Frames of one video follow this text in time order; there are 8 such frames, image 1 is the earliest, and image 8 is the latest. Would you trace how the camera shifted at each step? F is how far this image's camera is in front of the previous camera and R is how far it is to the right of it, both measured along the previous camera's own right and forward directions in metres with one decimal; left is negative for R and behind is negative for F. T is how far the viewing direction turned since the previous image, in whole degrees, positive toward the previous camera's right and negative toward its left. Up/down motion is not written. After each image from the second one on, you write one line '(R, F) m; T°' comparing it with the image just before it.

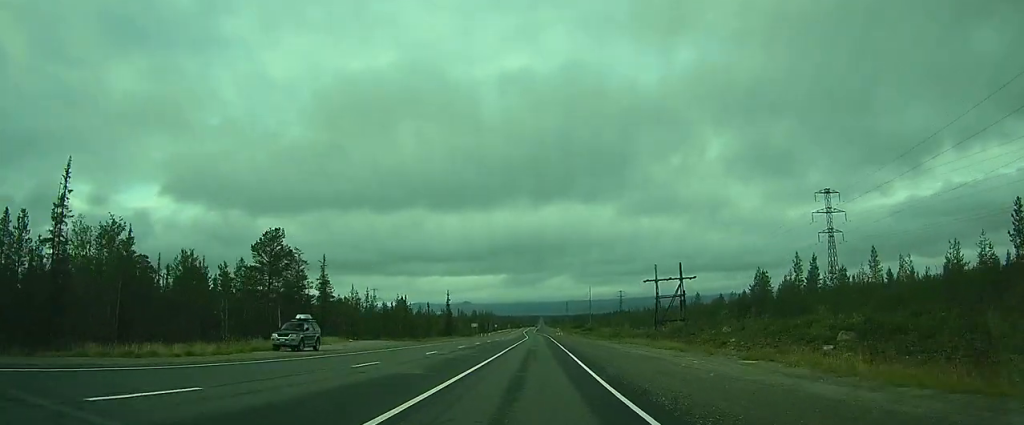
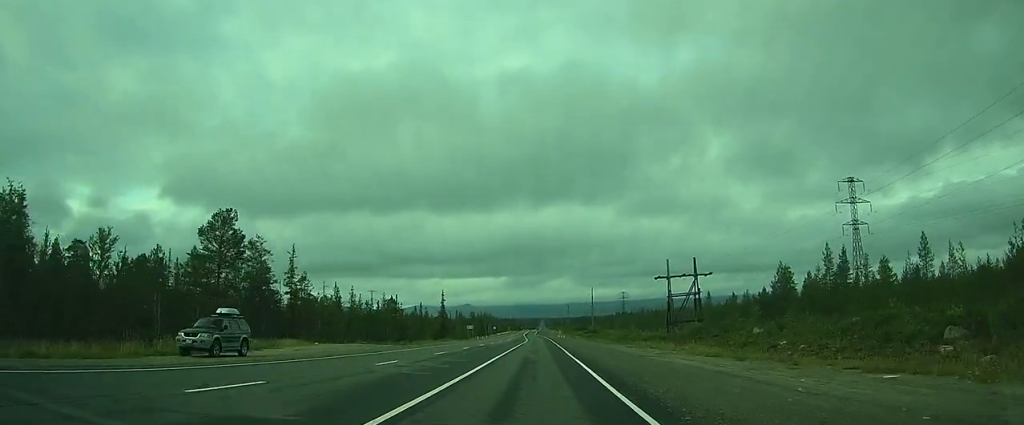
(0.0, +9.2) m; 0°
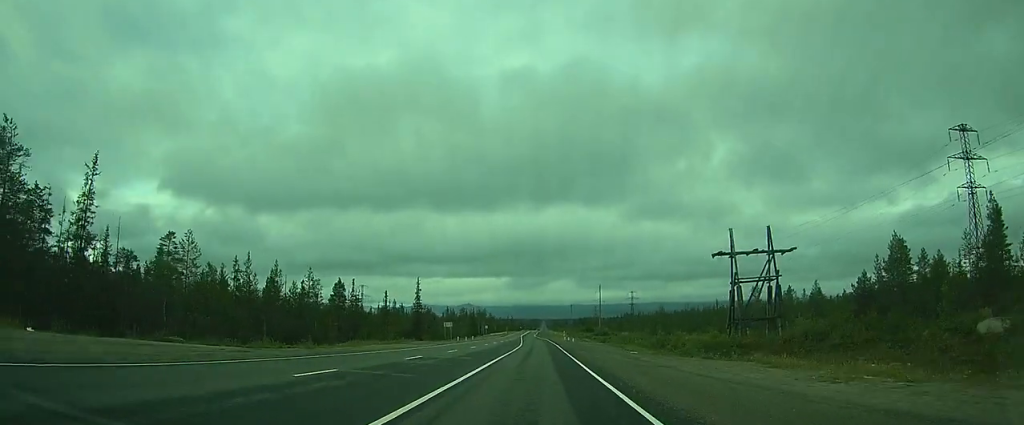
(-0.4, +31.9) m; -1°
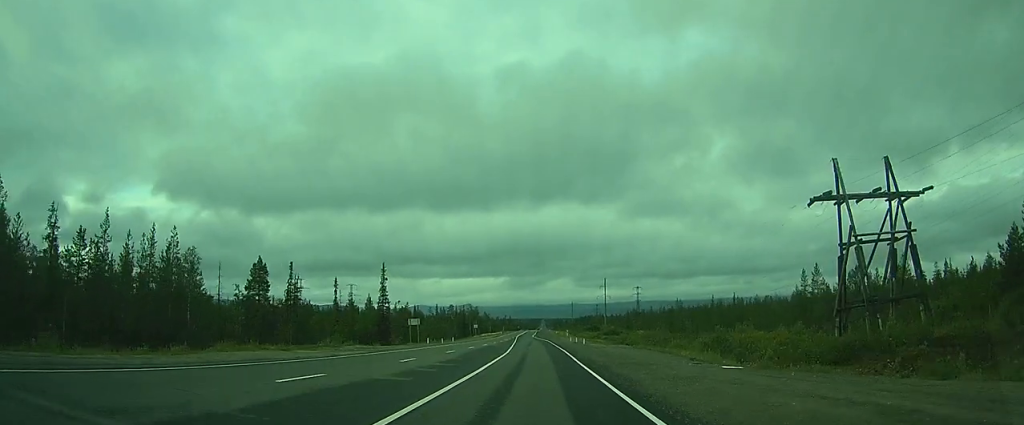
(0.0, +26.3) m; 0°
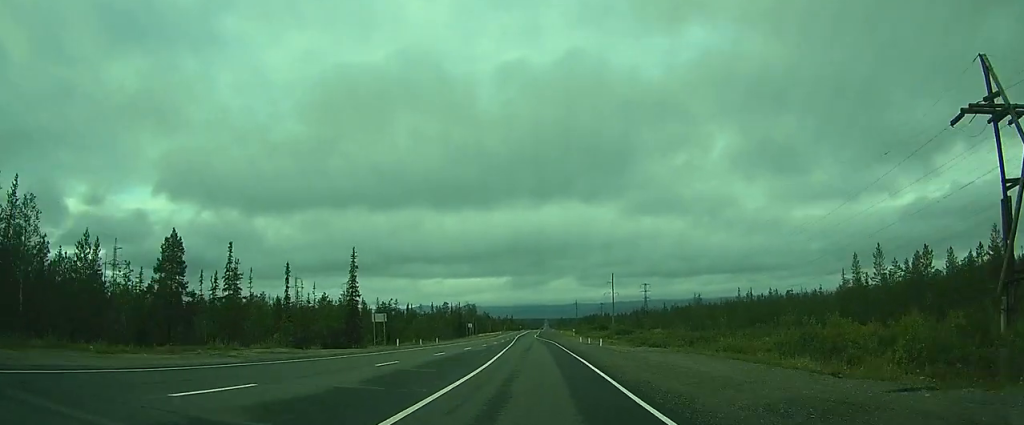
(0.0, +17.6) m; 0°
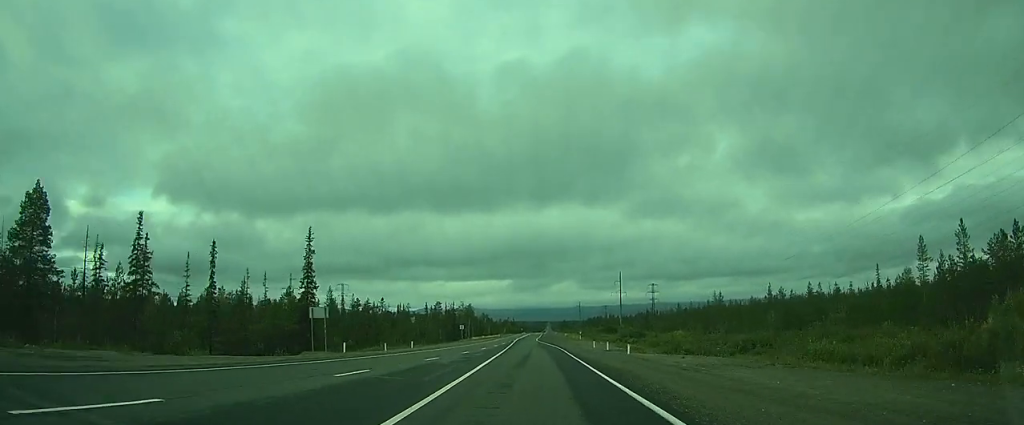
(0.0, +17.0) m; -1°
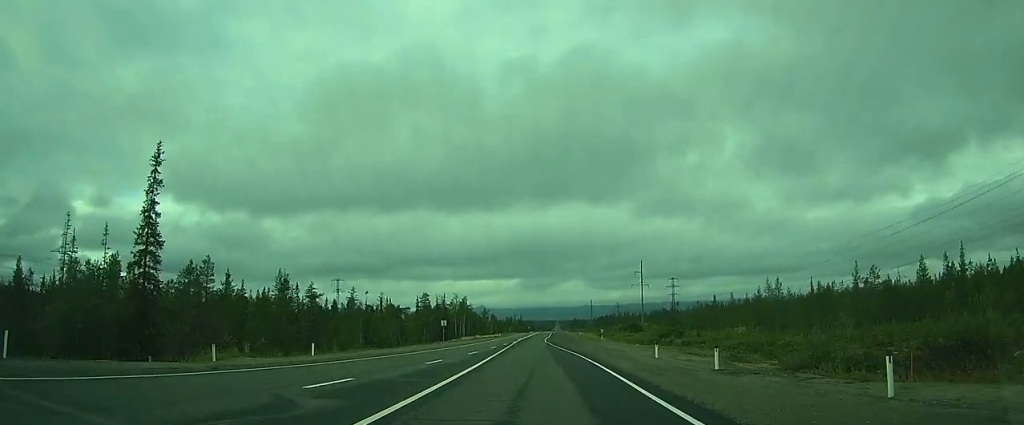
(-0.3, +31.1) m; -1°
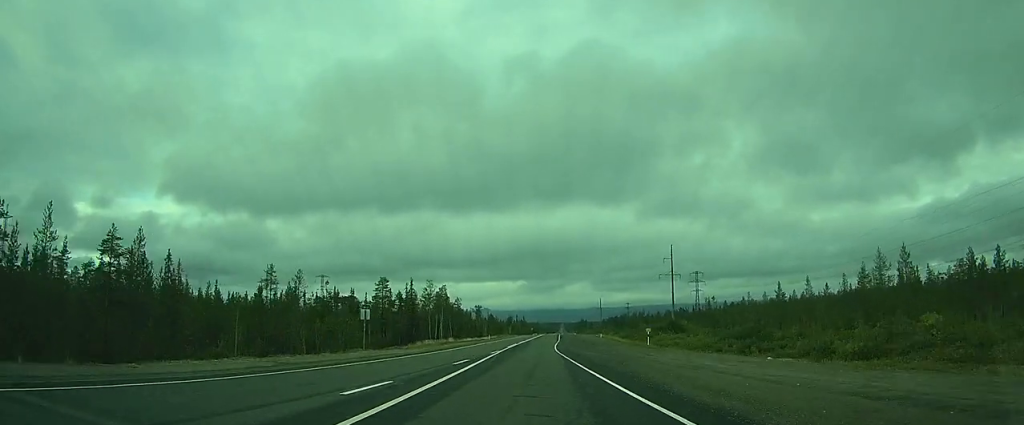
(-0.1, +41.4) m; -1°
